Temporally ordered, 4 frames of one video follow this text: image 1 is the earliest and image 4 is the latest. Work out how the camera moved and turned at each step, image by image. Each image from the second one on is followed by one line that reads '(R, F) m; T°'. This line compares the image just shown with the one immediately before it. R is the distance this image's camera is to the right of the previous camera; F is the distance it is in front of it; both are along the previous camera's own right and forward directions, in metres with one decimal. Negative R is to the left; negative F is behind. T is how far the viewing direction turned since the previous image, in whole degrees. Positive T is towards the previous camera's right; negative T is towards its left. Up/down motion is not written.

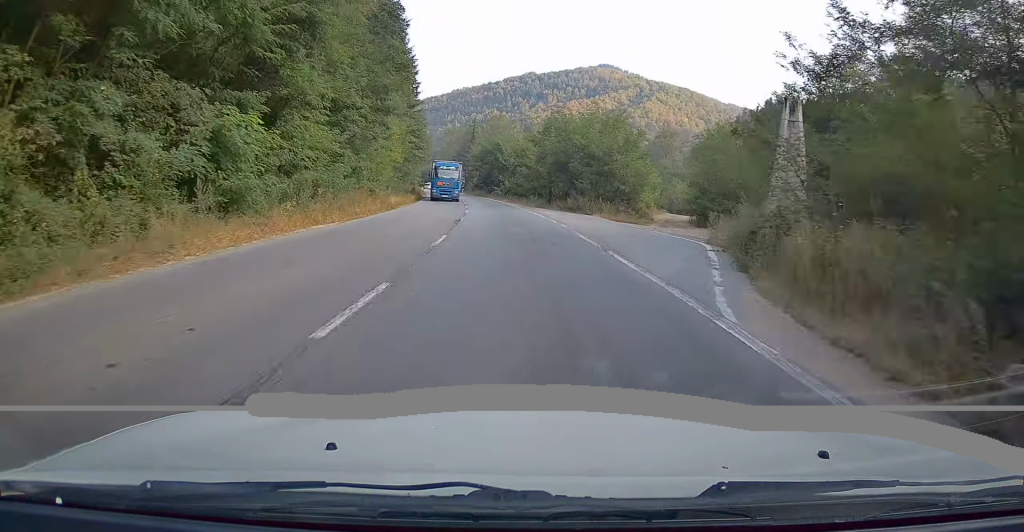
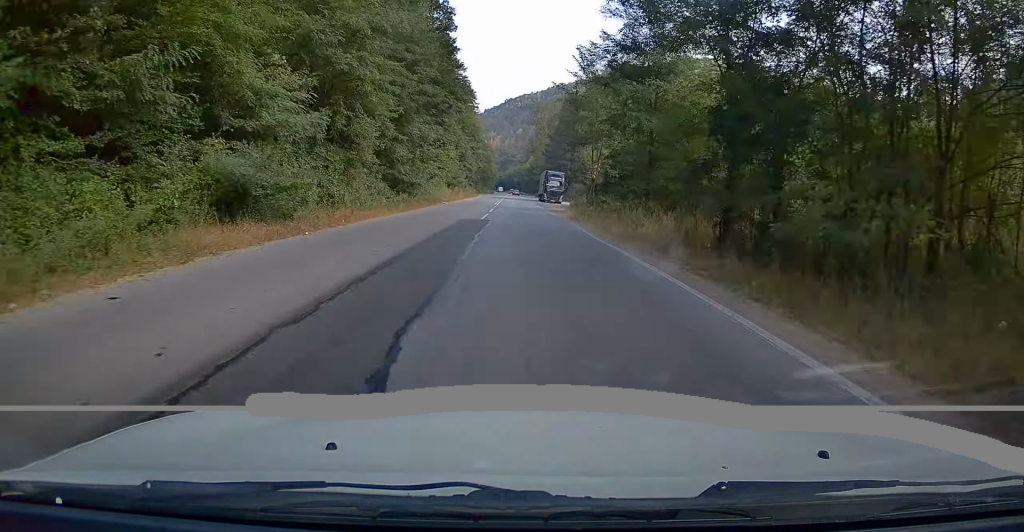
(-7.2, +88.0) m; -9°
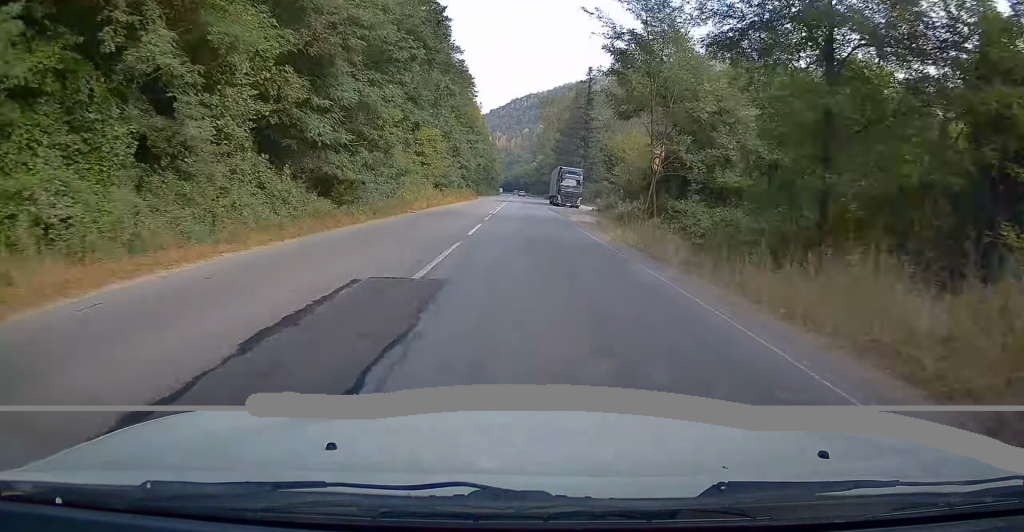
(-0.2, +16.9) m; -1°
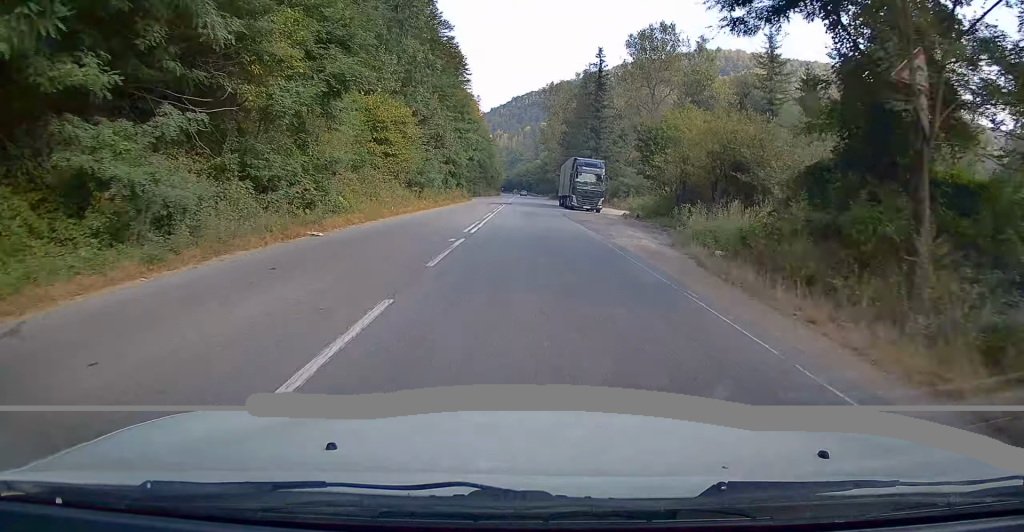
(-0.1, +16.2) m; 0°
